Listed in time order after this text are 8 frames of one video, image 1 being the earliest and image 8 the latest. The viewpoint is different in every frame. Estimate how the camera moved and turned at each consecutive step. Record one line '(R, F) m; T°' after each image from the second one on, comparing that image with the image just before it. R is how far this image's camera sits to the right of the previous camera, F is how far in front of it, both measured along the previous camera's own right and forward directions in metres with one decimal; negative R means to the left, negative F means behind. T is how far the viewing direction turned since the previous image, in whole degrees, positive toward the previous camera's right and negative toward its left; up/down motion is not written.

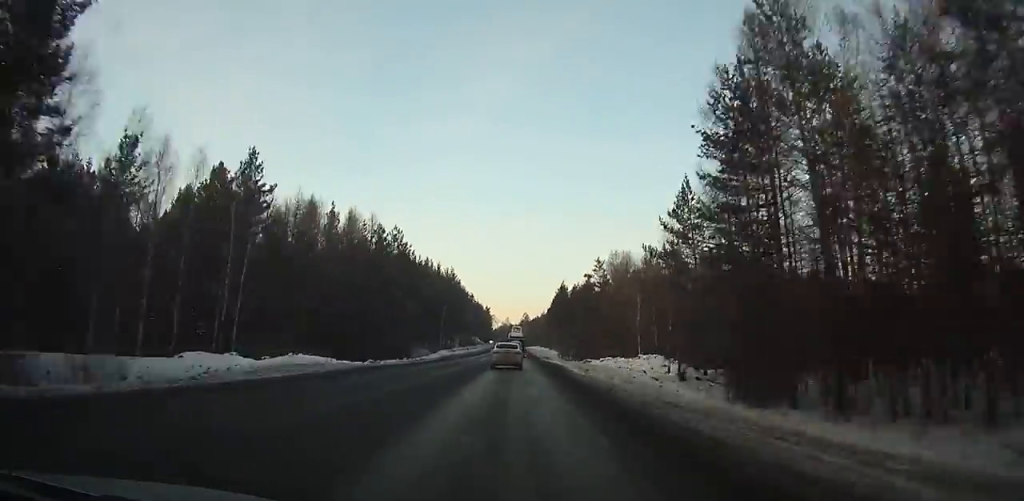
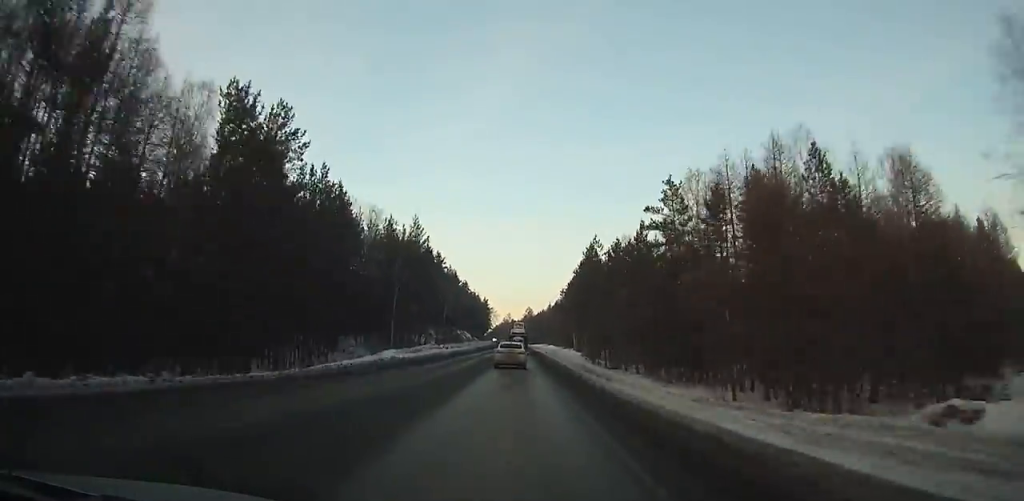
(0.0, +43.5) m; 0°
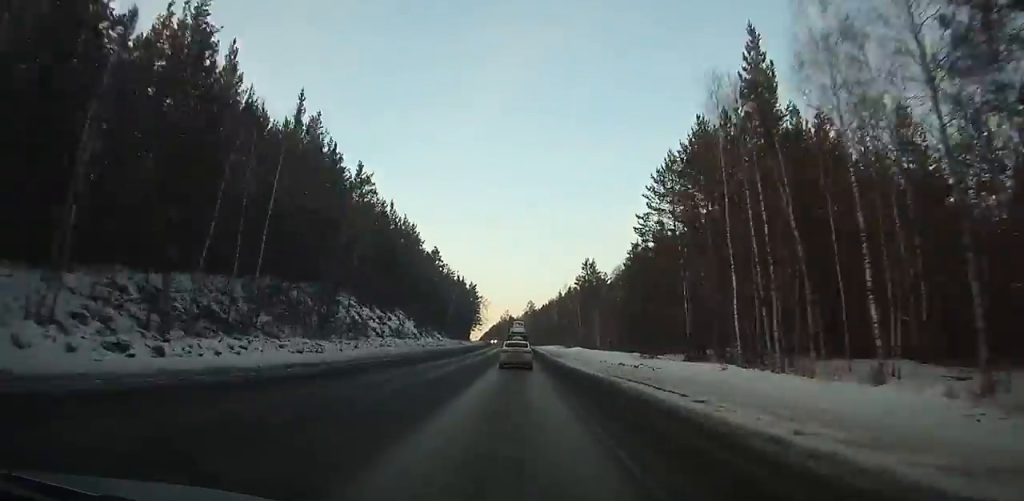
(0.0, +73.3) m; 0°
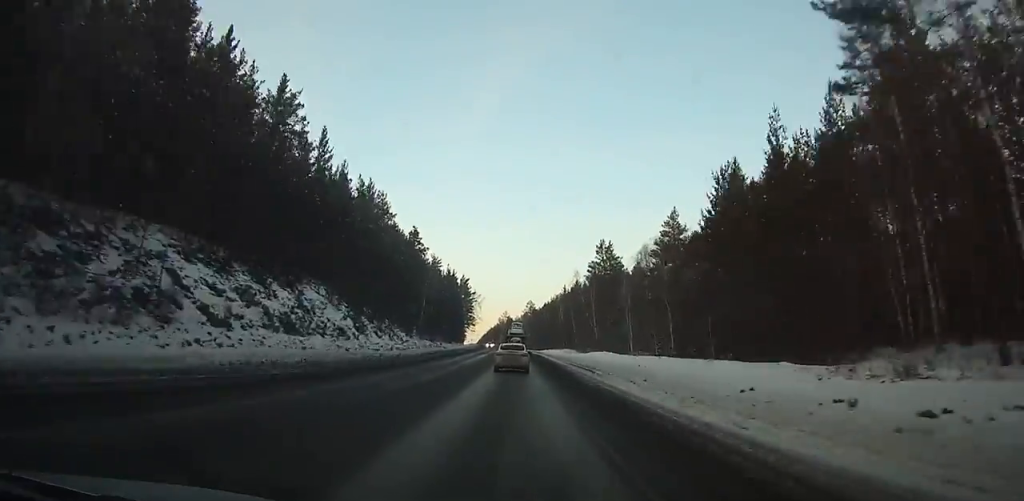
(0.0, +25.9) m; 0°
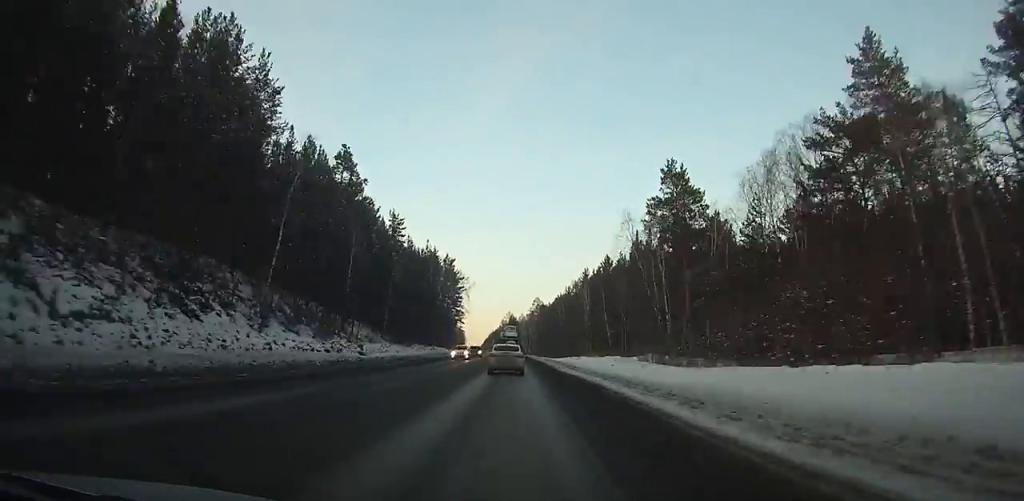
(-0.2, +48.8) m; -1°
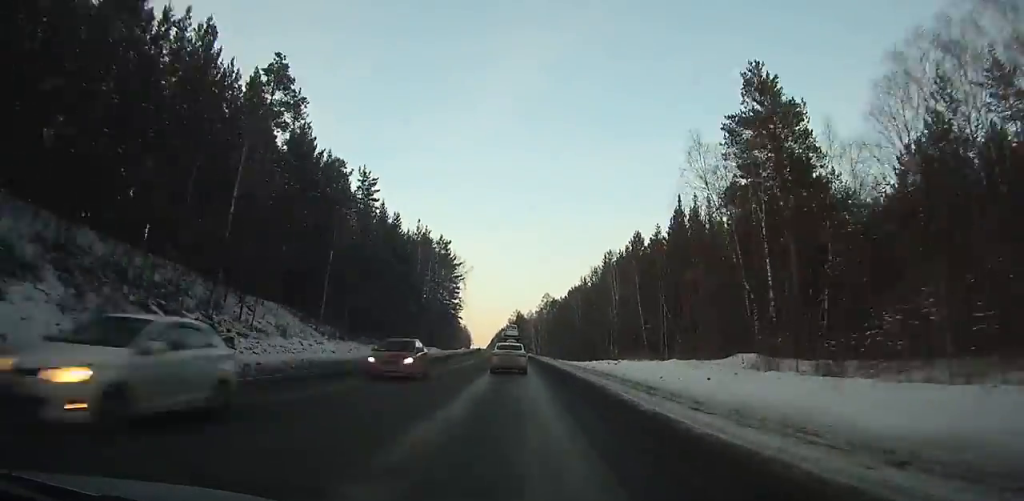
(0.0, +22.9) m; 0°
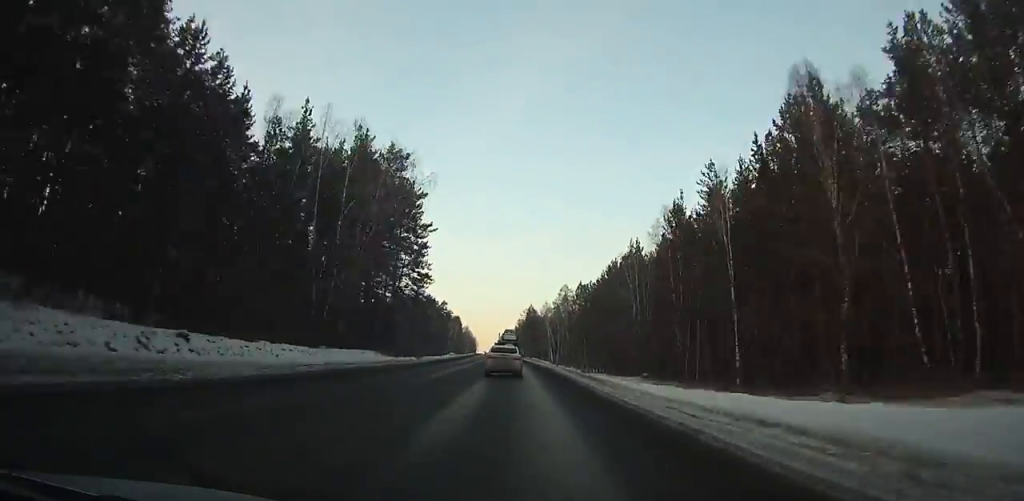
(-0.5, +54.6) m; -1°
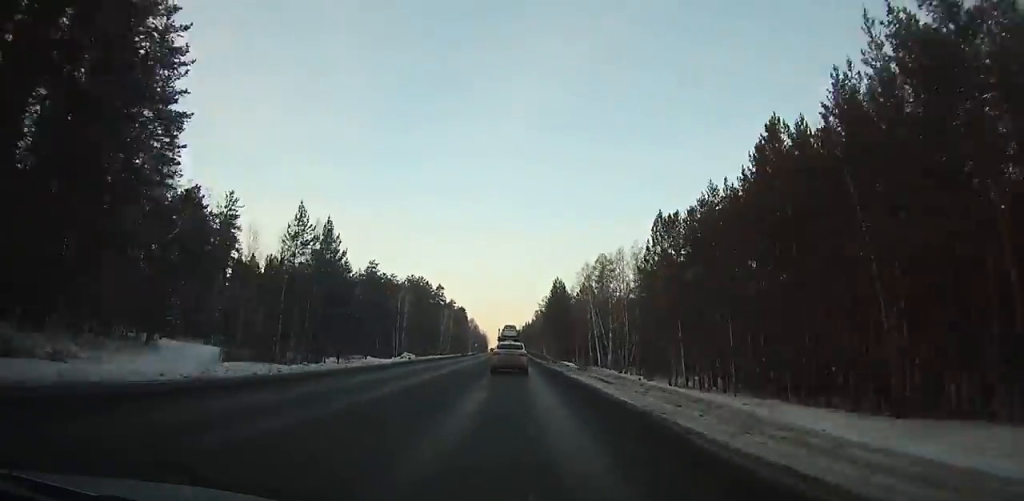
(-0.9, +63.6) m; -1°
